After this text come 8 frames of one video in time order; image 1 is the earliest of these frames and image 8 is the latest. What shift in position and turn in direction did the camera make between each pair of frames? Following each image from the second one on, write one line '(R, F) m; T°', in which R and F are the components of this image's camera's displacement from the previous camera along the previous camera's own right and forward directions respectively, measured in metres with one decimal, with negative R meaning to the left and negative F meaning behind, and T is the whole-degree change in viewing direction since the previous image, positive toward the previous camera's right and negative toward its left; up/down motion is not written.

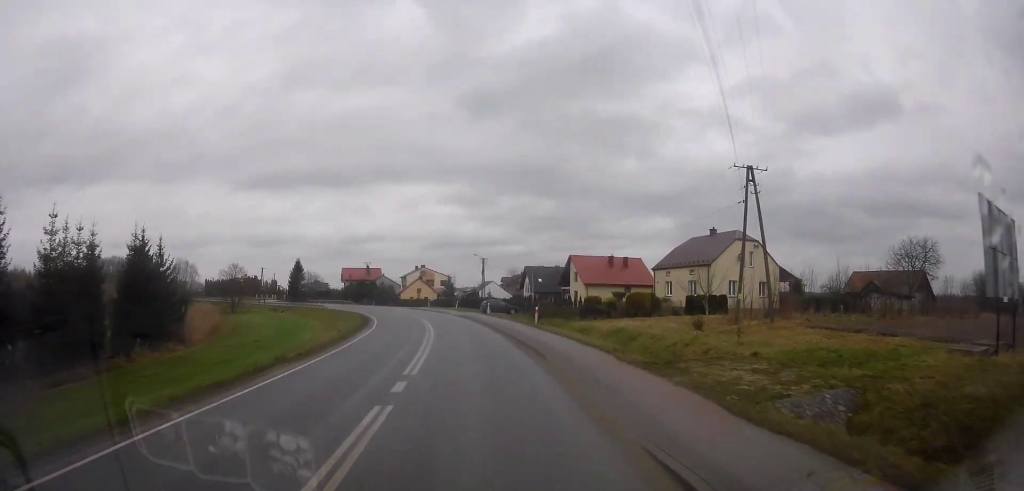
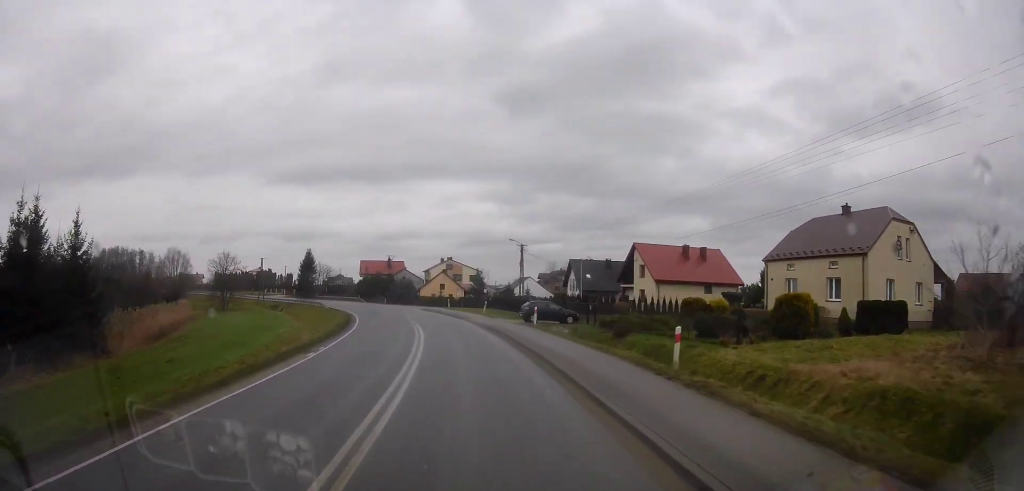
(+0.3, +18.1) m; -3°
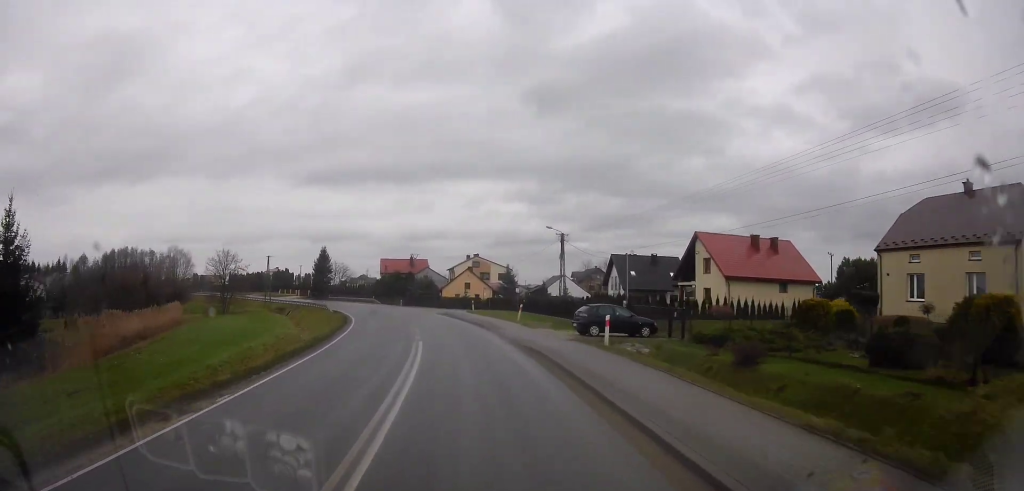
(-0.1, +10.1) m; -4°
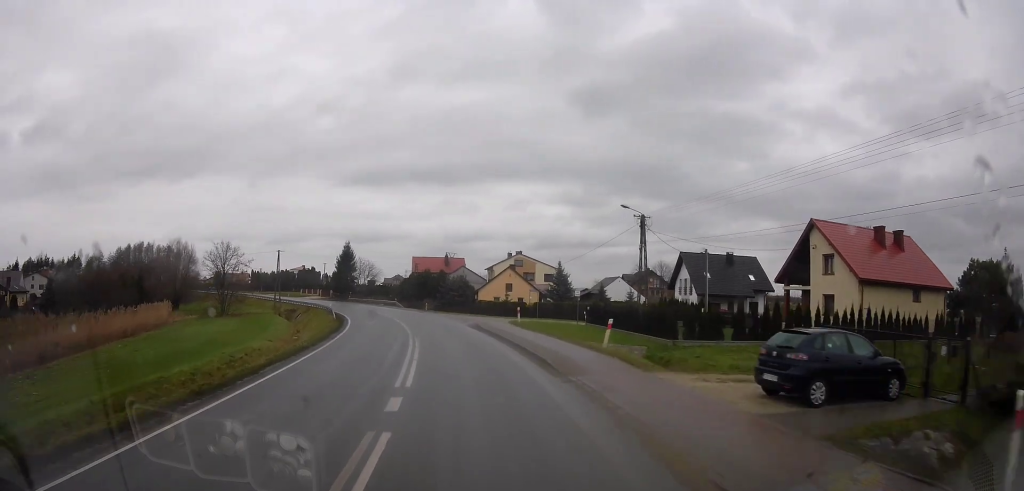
(-1.0, +13.6) m; -3°
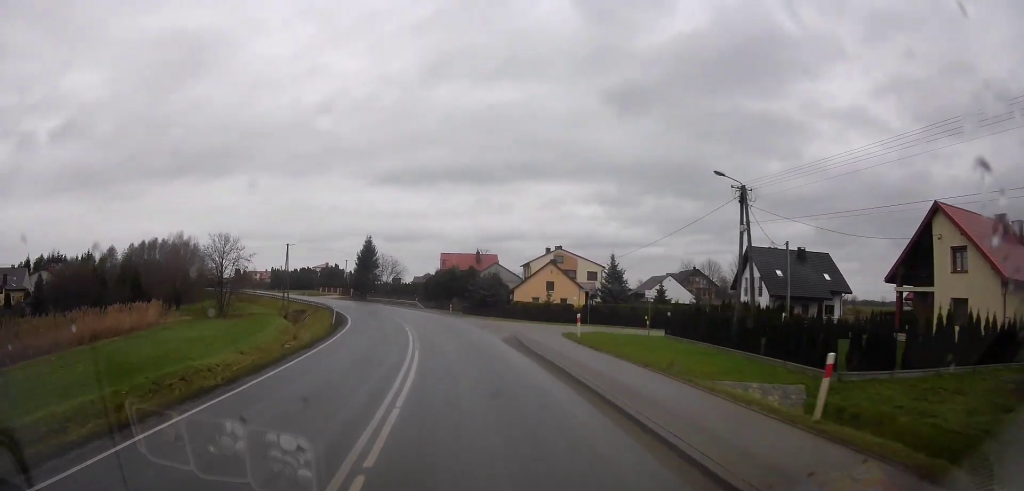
(0.0, +9.4) m; -3°
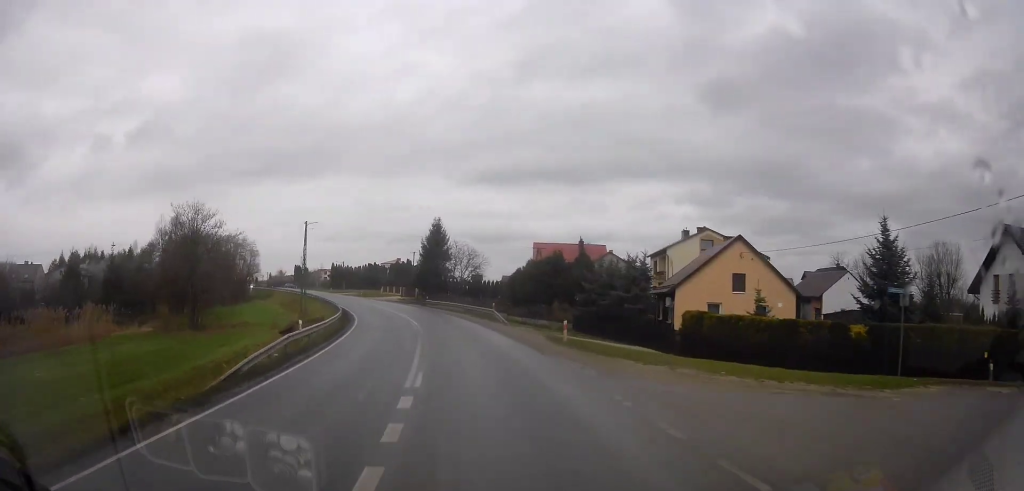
(-2.1, +24.4) m; -13°
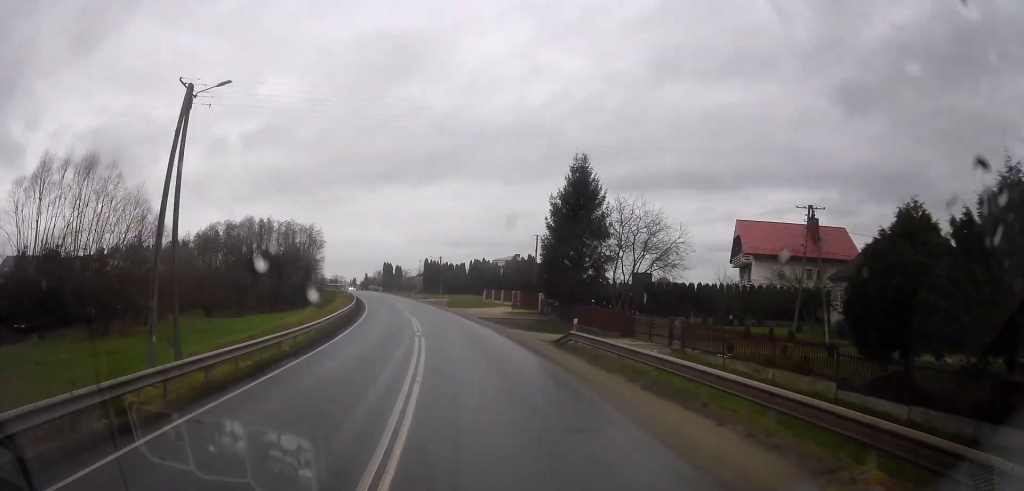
(-4.7, +36.9) m; -13°
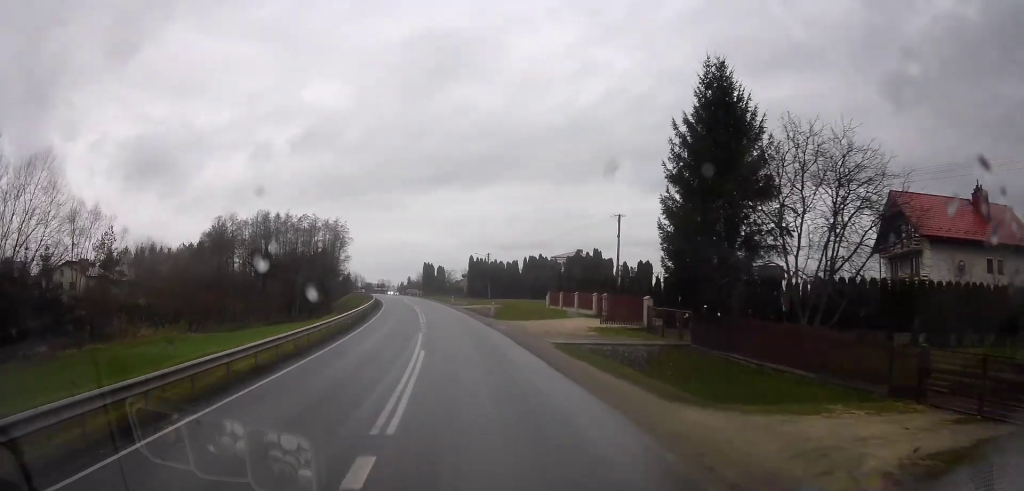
(-0.8, +17.4) m; -5°
